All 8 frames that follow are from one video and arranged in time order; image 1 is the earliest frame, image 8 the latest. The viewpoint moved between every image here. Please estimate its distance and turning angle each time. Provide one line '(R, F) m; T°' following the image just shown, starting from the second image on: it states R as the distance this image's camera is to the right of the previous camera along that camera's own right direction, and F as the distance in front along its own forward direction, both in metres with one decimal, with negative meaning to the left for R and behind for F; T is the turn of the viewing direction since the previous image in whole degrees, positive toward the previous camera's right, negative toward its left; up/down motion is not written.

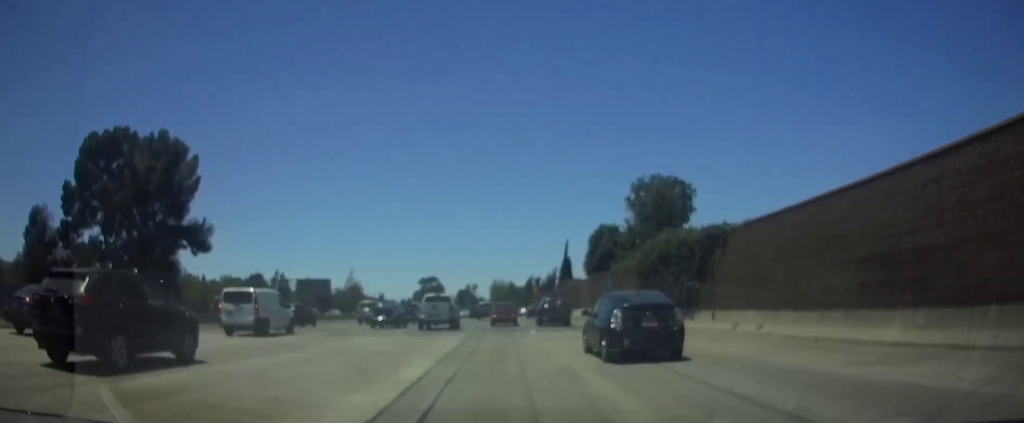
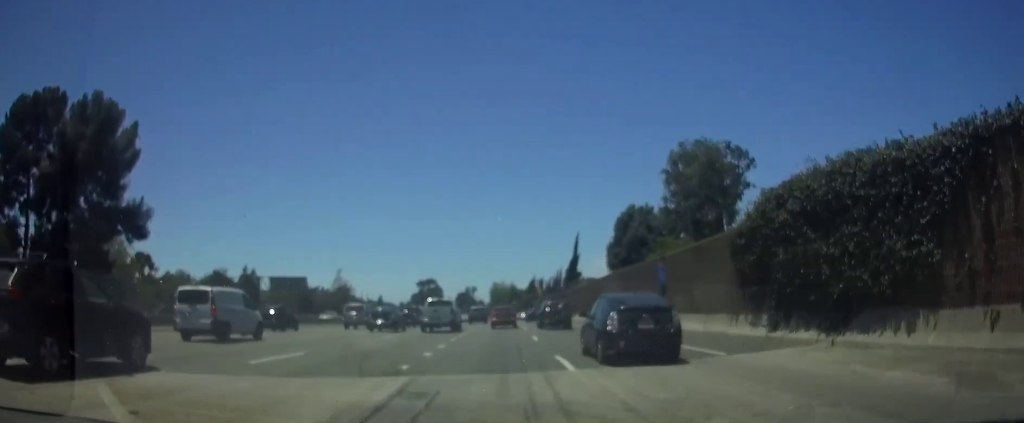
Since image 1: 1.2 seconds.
(+0.1, +16.7) m; 0°
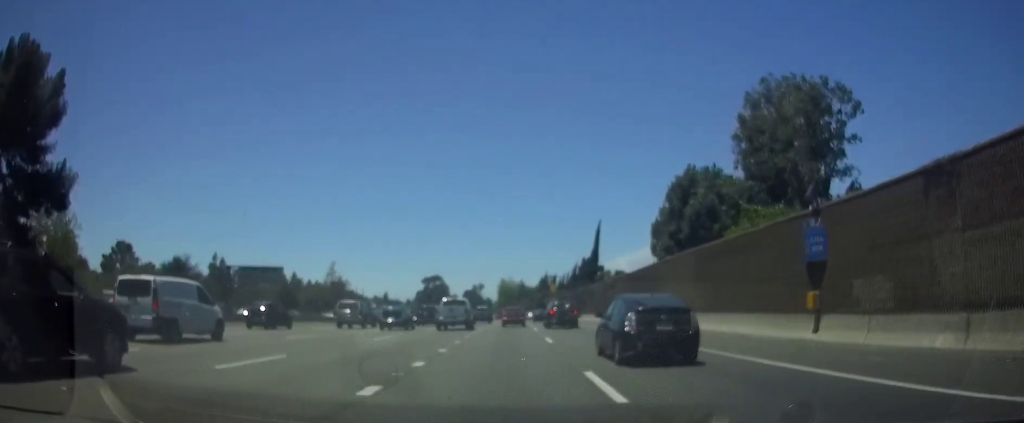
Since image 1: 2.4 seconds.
(-0.2, +16.9) m; -1°
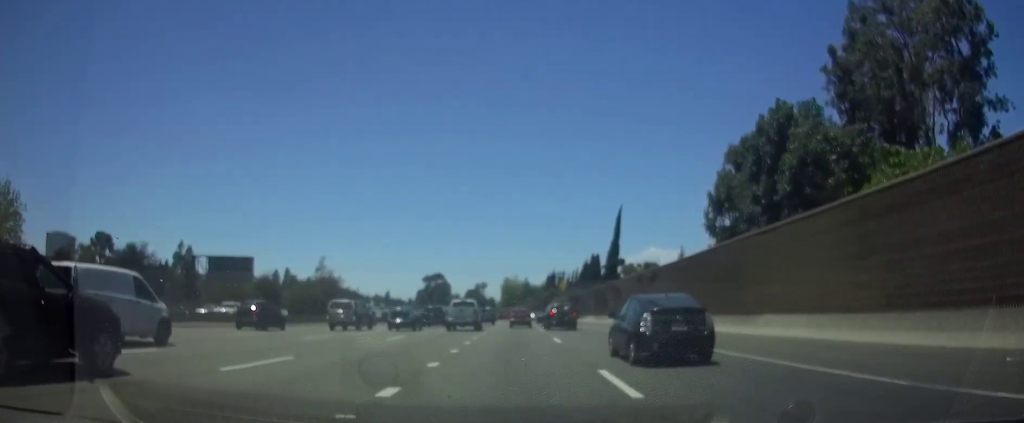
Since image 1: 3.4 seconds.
(0.0, +14.0) m; 0°
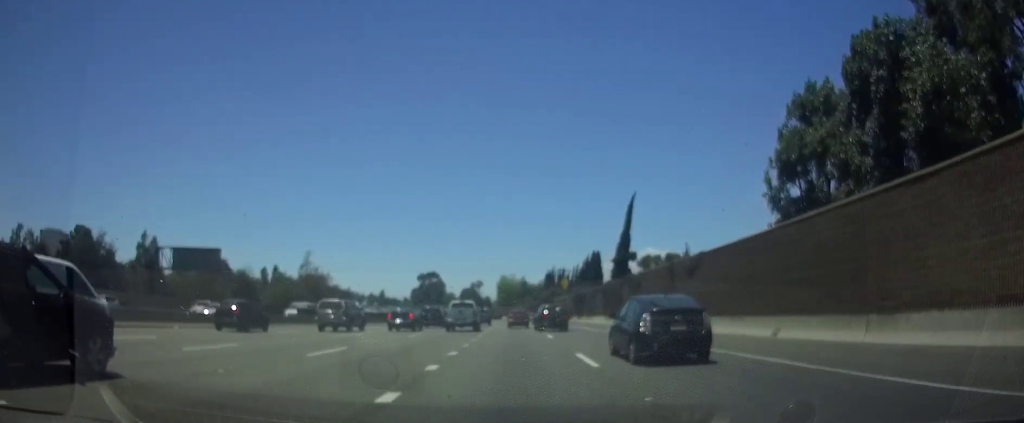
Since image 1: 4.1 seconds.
(0.0, +9.8) m; 0°
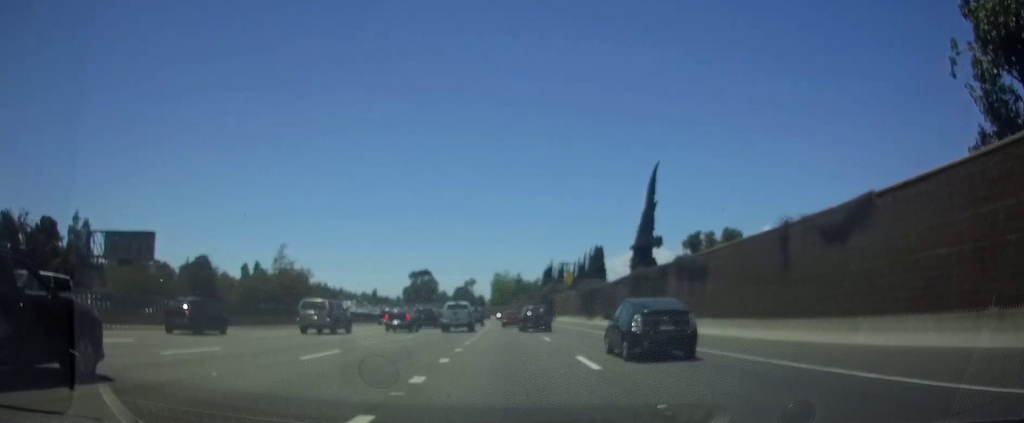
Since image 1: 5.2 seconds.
(0.0, +15.7) m; 0°
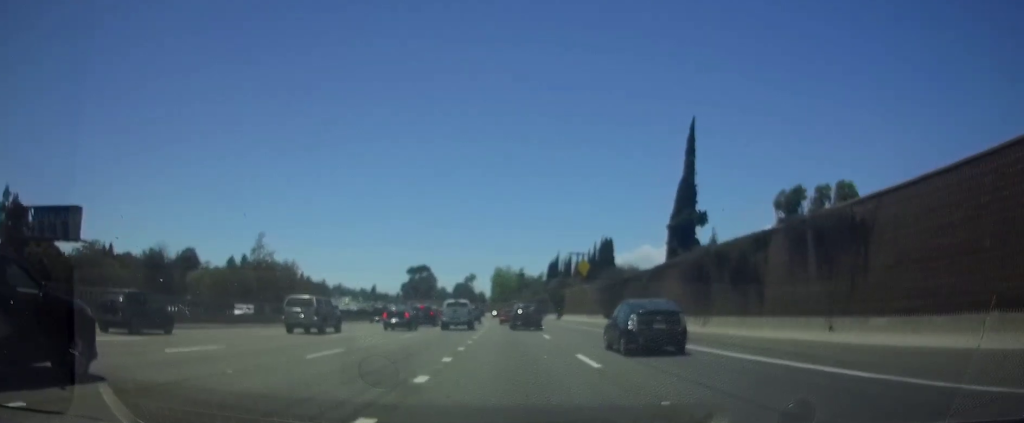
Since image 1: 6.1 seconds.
(+0.1, +14.0) m; 0°
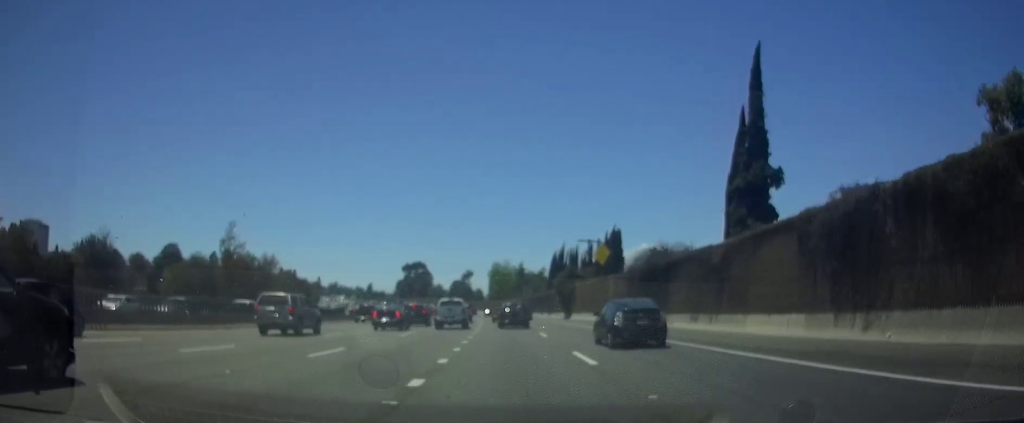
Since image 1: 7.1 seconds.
(0.0, +14.3) m; 0°
